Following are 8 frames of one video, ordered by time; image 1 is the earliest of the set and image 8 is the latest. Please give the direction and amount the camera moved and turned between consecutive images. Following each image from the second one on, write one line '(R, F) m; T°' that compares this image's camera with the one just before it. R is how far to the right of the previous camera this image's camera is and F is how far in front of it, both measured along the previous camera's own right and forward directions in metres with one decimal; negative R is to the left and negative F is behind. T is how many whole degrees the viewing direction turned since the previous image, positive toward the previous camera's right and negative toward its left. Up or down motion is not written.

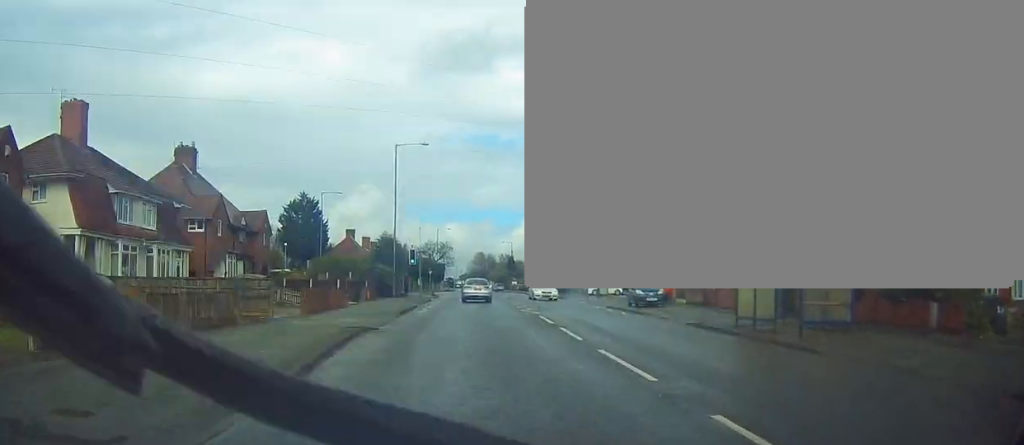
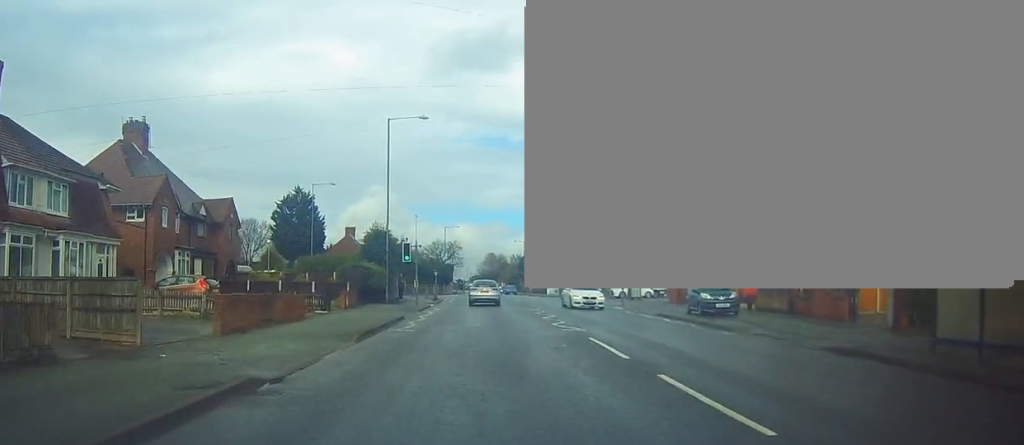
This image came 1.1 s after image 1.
(0.0, +9.6) m; 0°
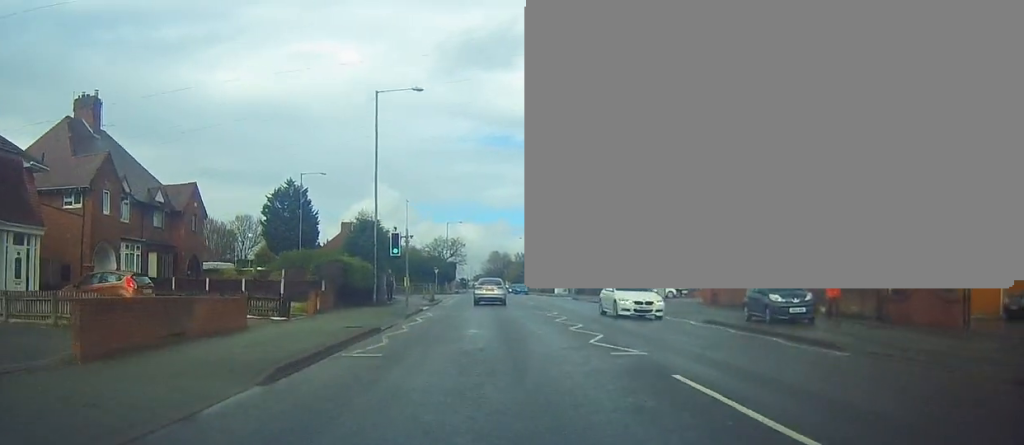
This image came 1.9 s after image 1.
(0.0, +6.3) m; 0°
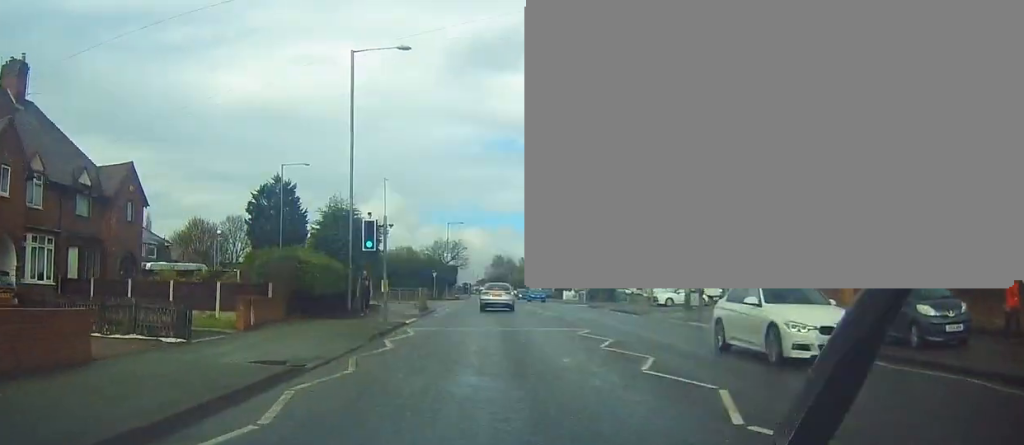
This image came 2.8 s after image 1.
(0.0, +7.7) m; -2°
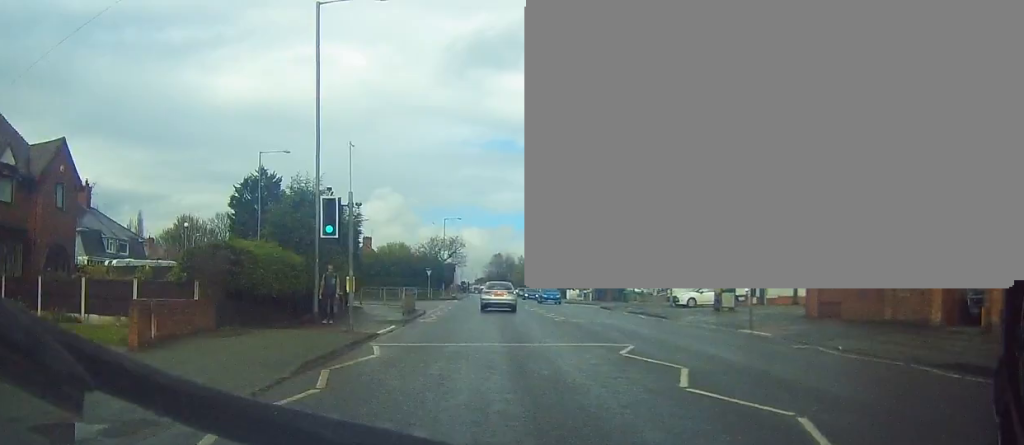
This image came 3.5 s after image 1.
(-0.2, +5.7) m; 0°
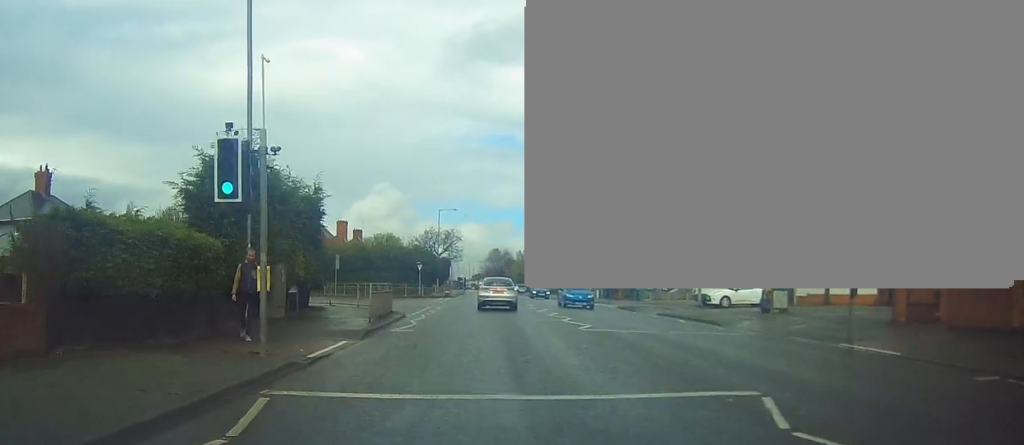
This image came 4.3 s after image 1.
(+0.1, +6.9) m; +1°
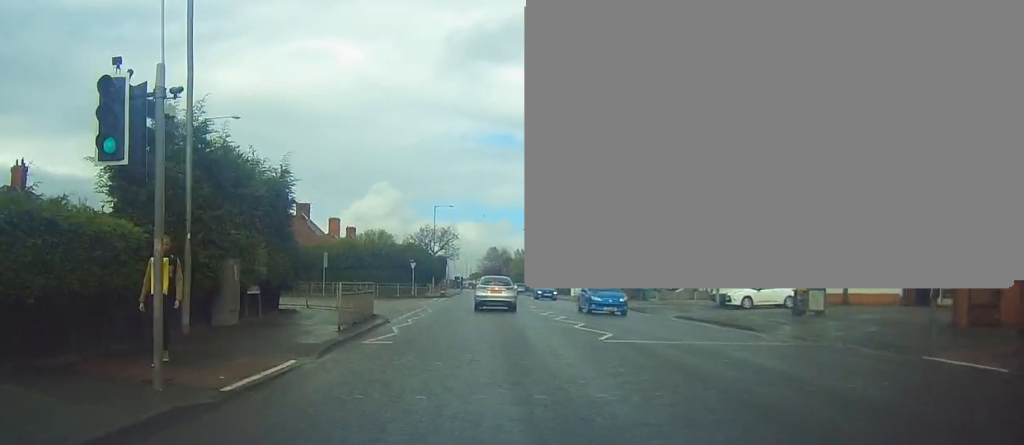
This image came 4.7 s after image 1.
(+0.1, +3.7) m; +1°
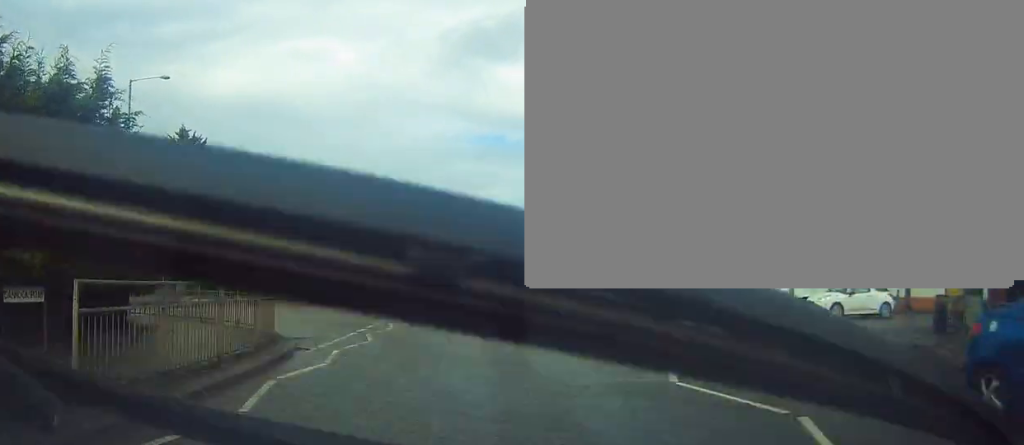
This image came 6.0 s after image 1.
(0.0, +10.2) m; 0°
